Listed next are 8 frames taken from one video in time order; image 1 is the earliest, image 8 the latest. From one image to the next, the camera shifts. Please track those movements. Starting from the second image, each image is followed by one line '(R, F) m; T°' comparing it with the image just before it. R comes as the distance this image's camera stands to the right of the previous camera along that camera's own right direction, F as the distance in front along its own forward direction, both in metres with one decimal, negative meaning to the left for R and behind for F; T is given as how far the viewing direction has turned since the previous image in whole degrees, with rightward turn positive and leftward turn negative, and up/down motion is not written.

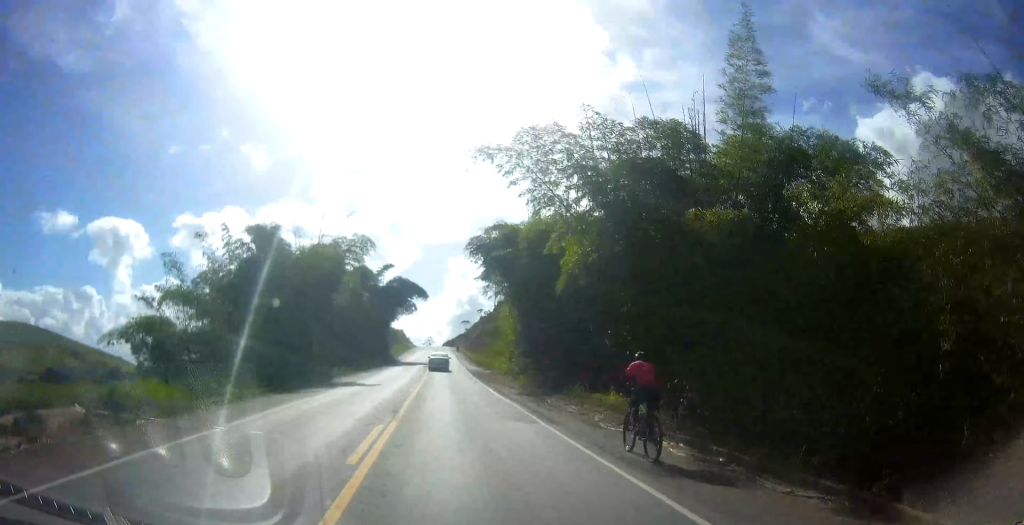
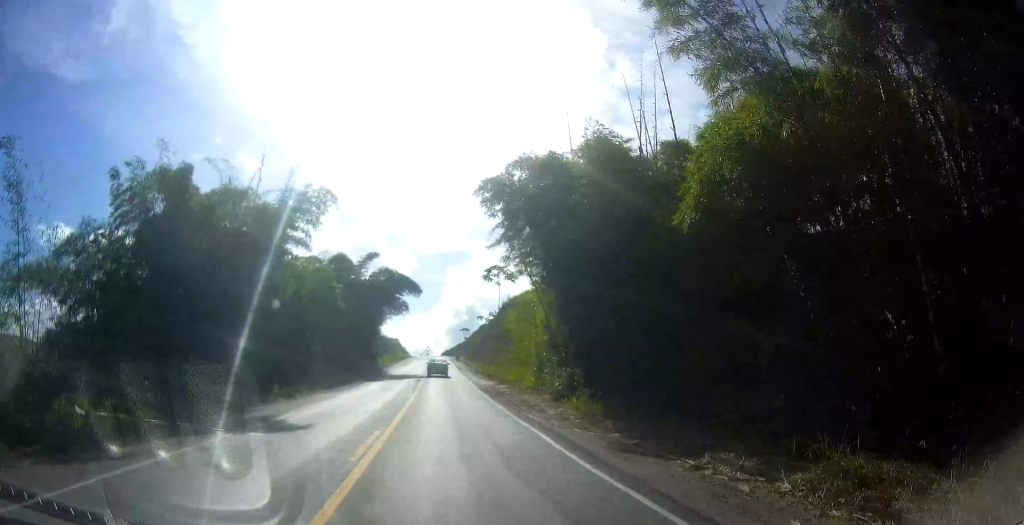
(+0.1, +14.5) m; 0°
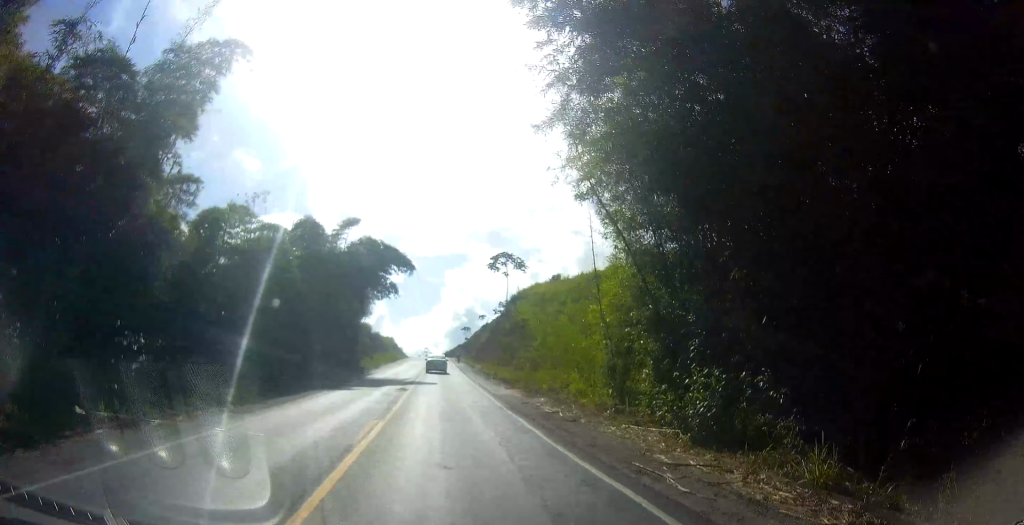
(-0.3, +14.6) m; -1°
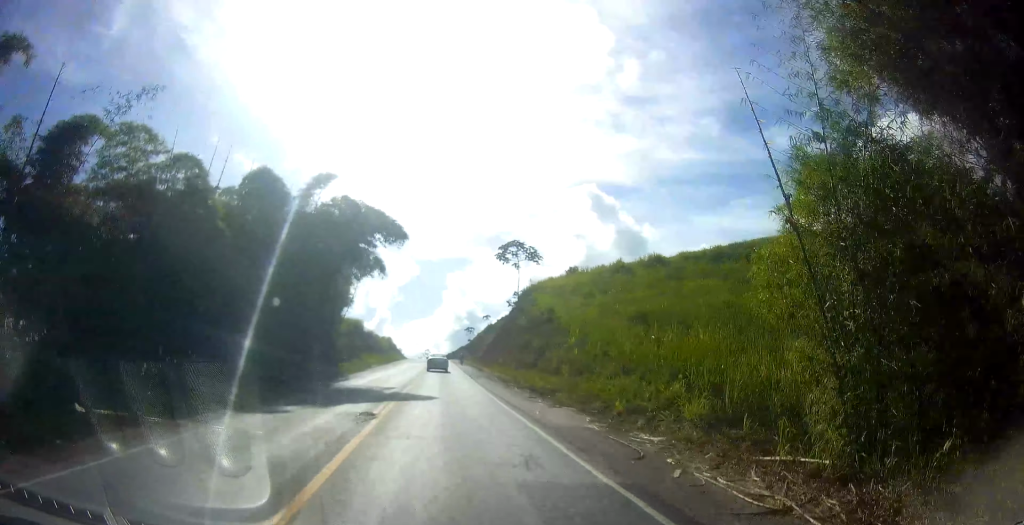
(0.0, +12.3) m; 0°
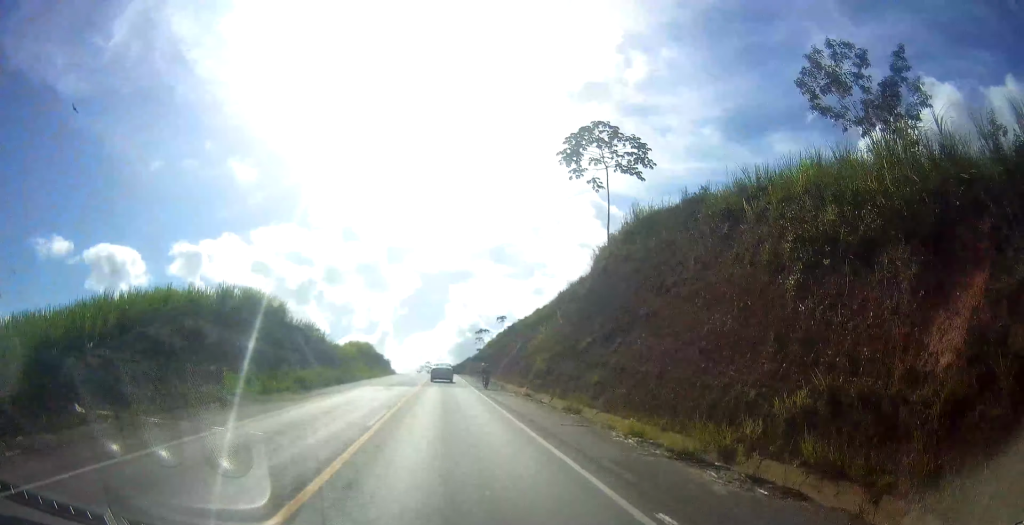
(+0.1, +47.9) m; +1°
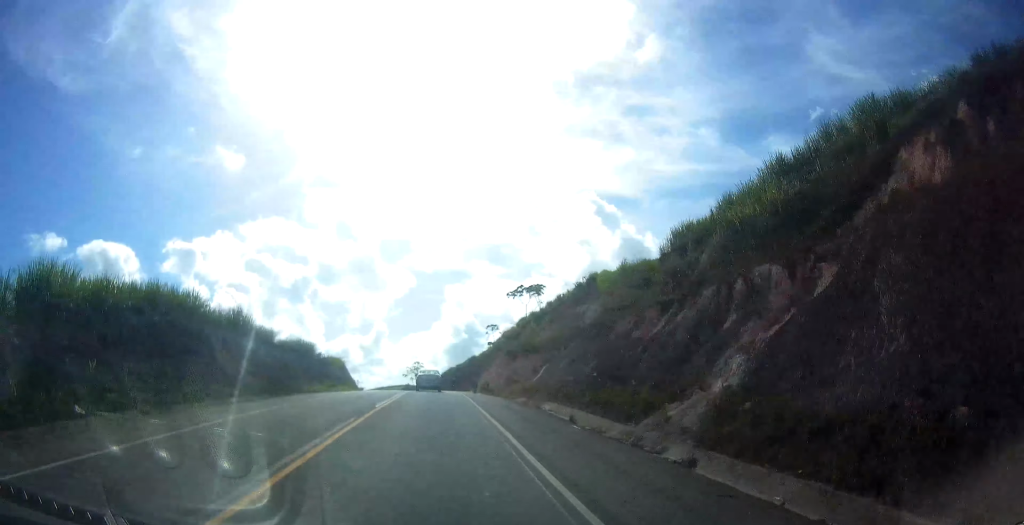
(+0.5, +71.7) m; -1°
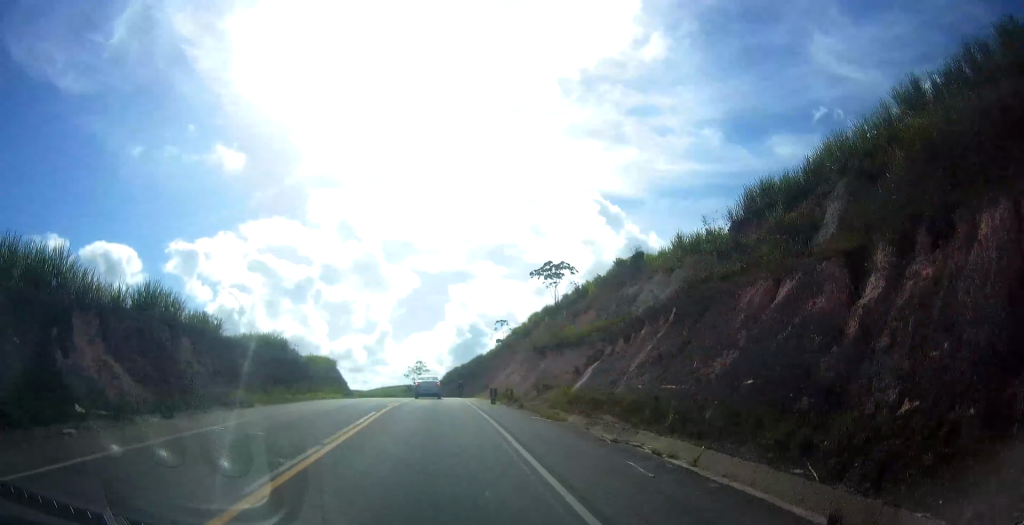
(-0.2, +13.6) m; -1°
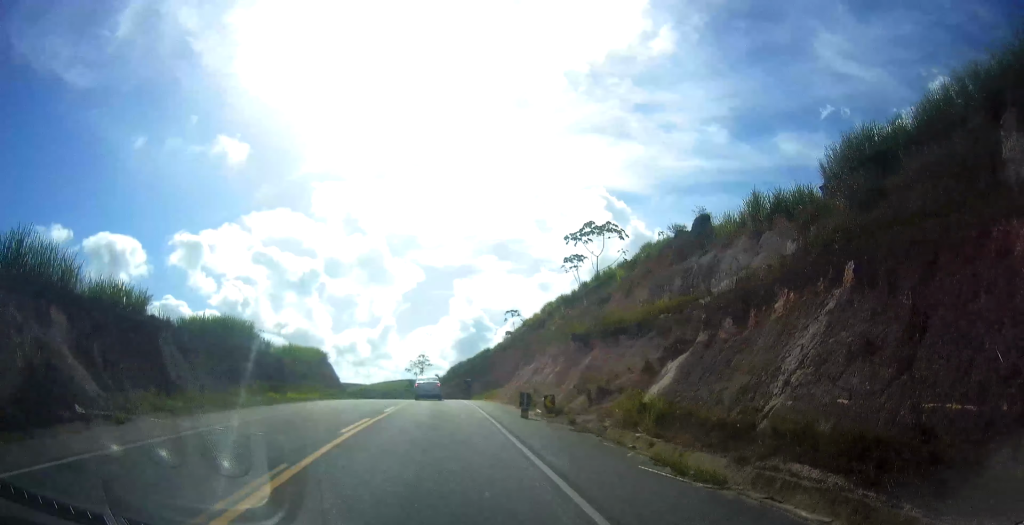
(-0.2, +11.3) m; 0°
